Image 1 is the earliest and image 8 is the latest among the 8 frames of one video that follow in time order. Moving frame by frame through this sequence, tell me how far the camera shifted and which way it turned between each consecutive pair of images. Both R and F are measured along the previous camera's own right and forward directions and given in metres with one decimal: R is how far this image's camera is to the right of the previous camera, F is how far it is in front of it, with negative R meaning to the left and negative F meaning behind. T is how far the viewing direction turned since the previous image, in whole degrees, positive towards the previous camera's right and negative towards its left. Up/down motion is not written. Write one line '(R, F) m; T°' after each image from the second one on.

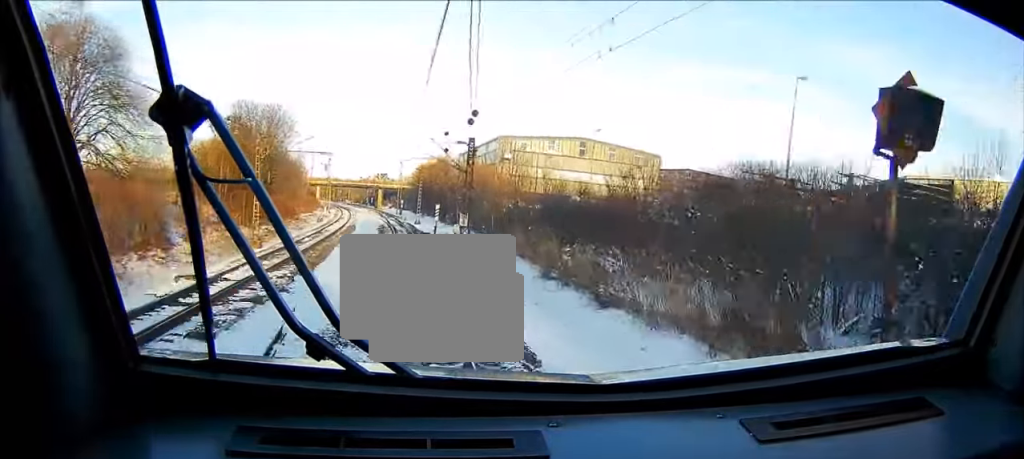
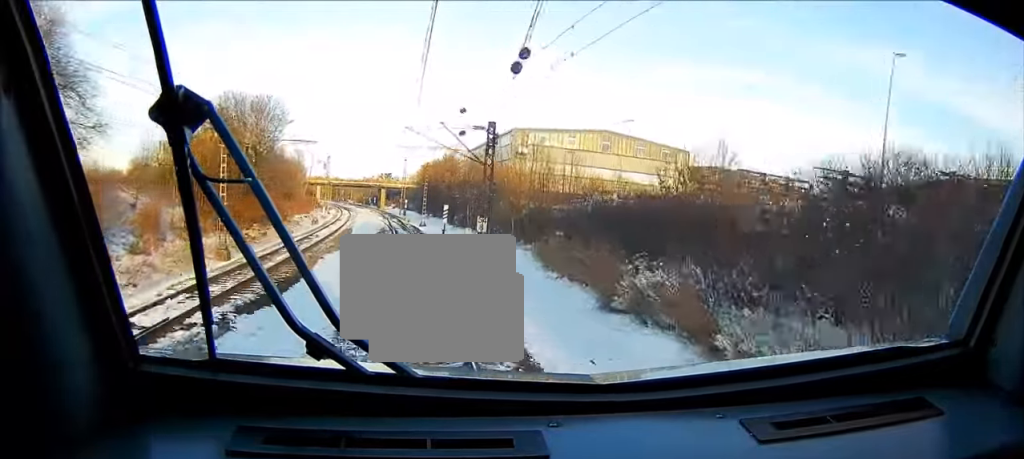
(-0.1, +8.6) m; 0°
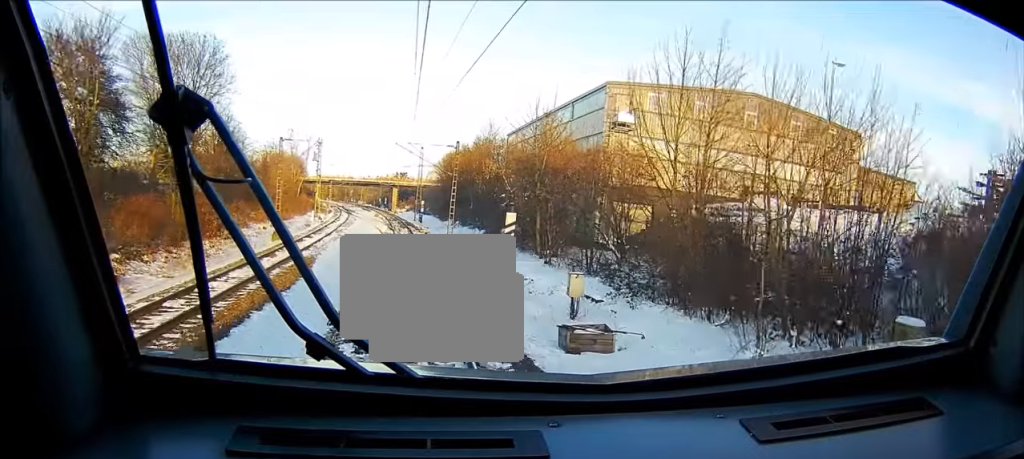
(-0.3, +33.3) m; -1°
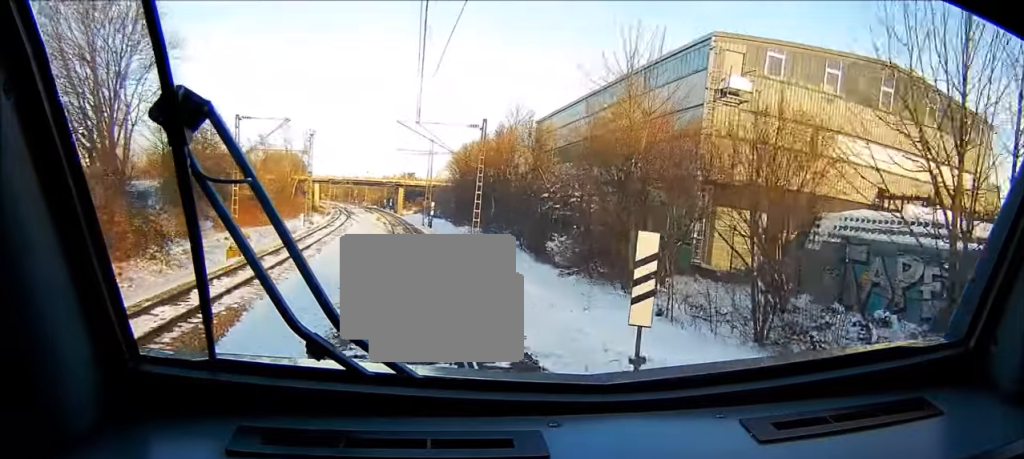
(-0.1, +15.4) m; -1°
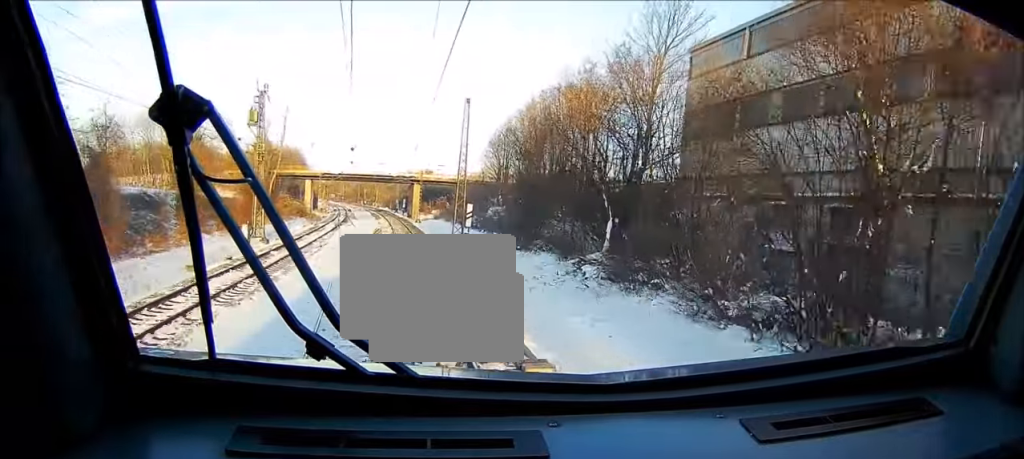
(-0.3, +35.5) m; -1°
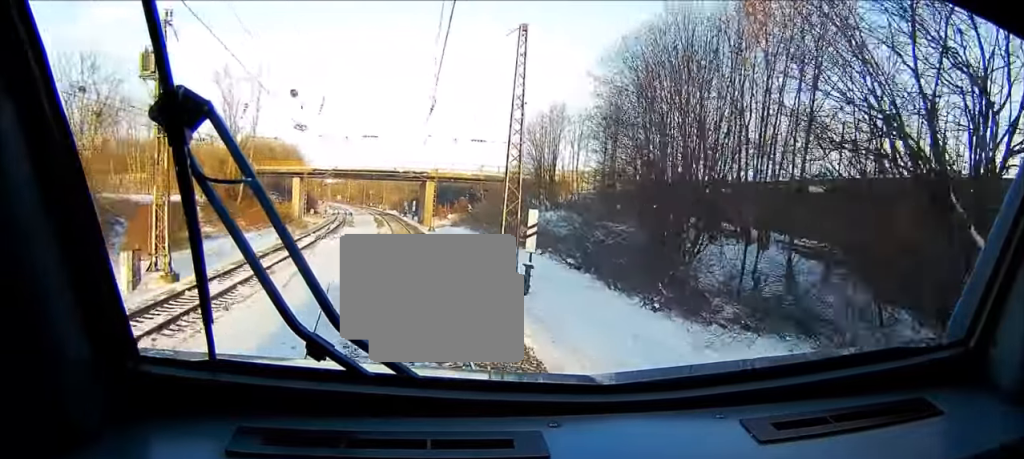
(-0.1, +22.8) m; -1°
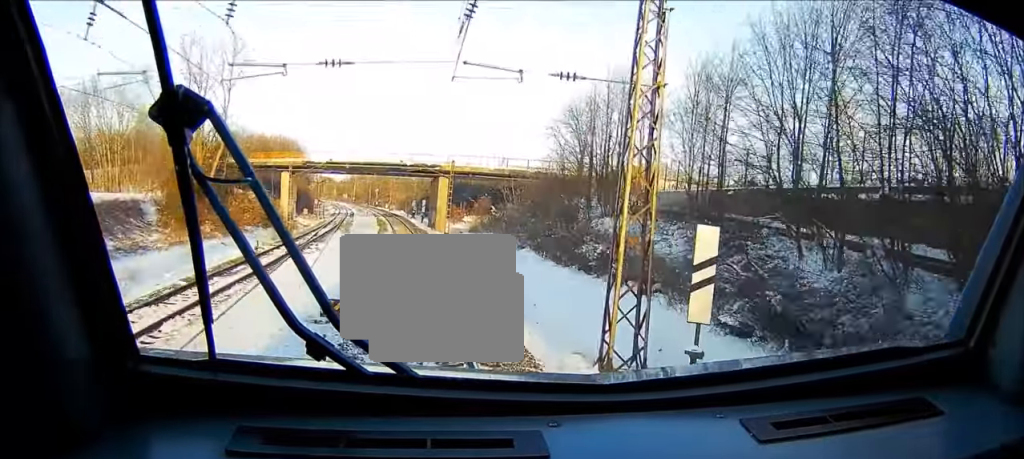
(-0.1, +15.3) m; 0°
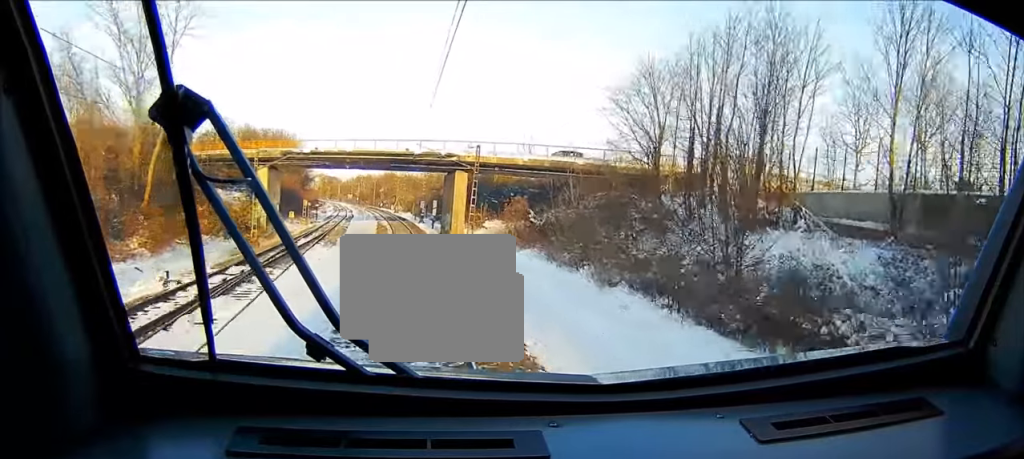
(-0.1, +16.9) m; 0°
